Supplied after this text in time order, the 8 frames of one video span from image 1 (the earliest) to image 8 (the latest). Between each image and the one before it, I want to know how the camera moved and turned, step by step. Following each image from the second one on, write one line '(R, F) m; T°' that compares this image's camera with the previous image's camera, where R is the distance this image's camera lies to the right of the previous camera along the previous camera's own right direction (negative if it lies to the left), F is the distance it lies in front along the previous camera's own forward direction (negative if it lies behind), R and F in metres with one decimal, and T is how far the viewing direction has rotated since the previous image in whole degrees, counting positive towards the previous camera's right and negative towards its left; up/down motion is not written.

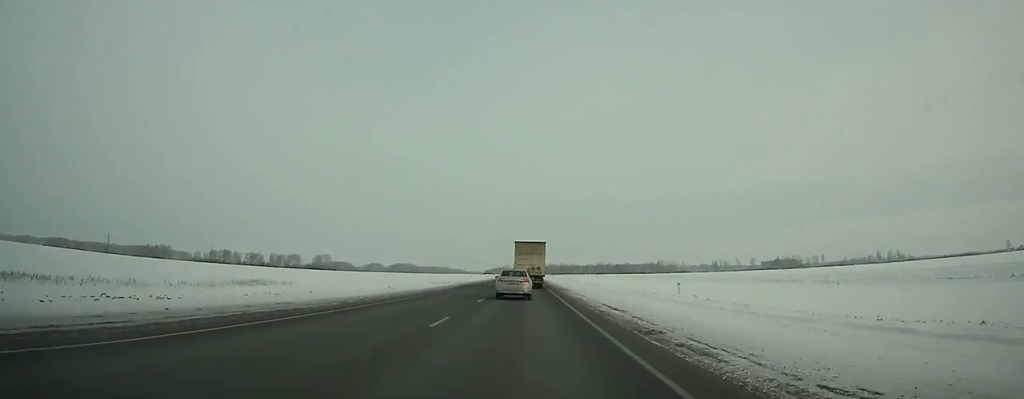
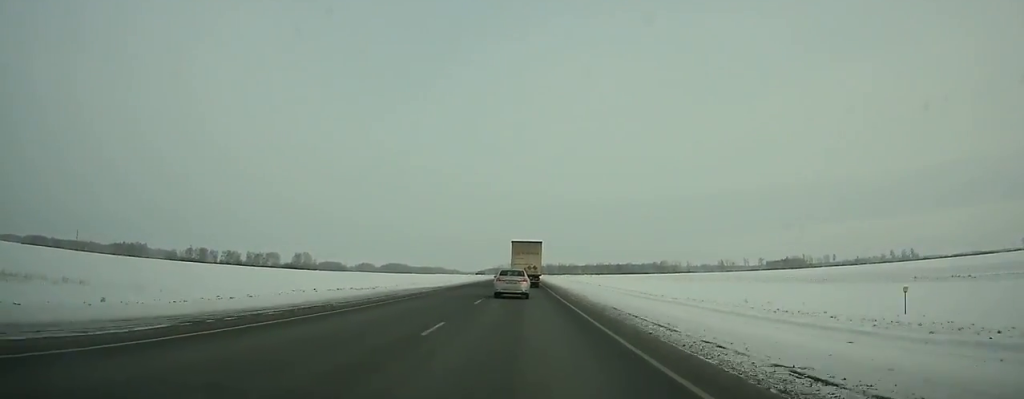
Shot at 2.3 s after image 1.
(0.0, +51.8) m; 0°
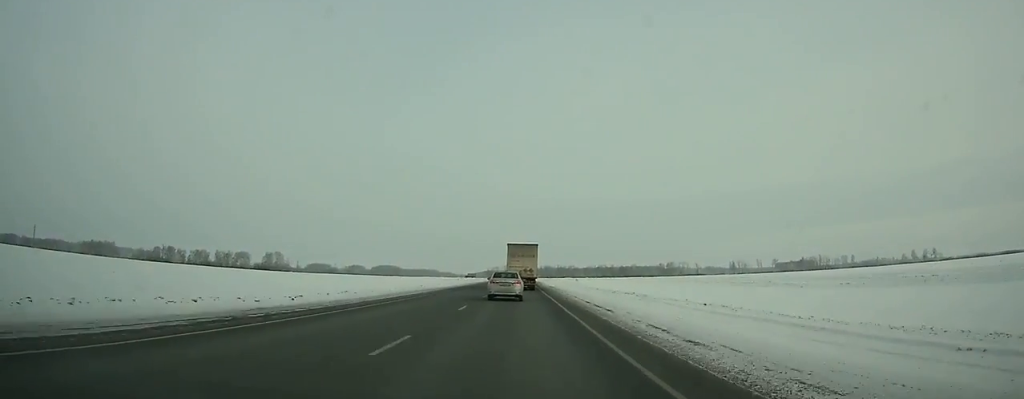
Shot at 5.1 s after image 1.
(+0.1, +62.9) m; 0°
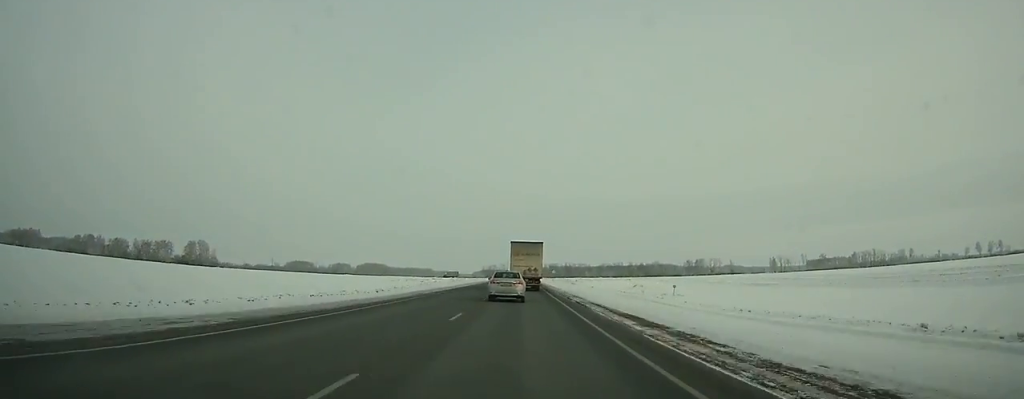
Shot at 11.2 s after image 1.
(+0.9, +135.8) m; +1°
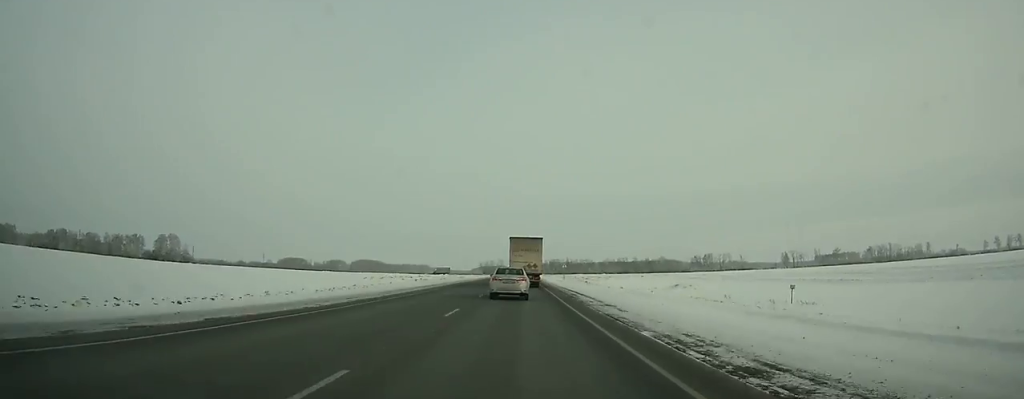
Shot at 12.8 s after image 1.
(+0.2, +35.2) m; 0°
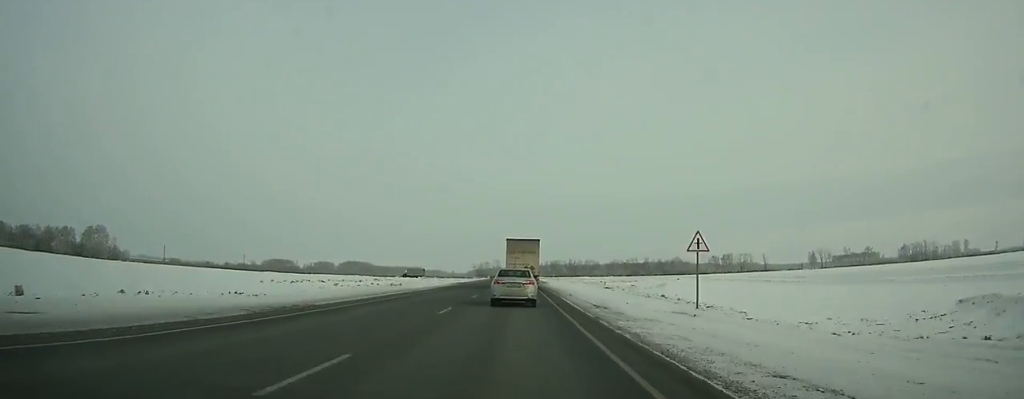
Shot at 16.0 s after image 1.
(-0.4, +68.9) m; -1°
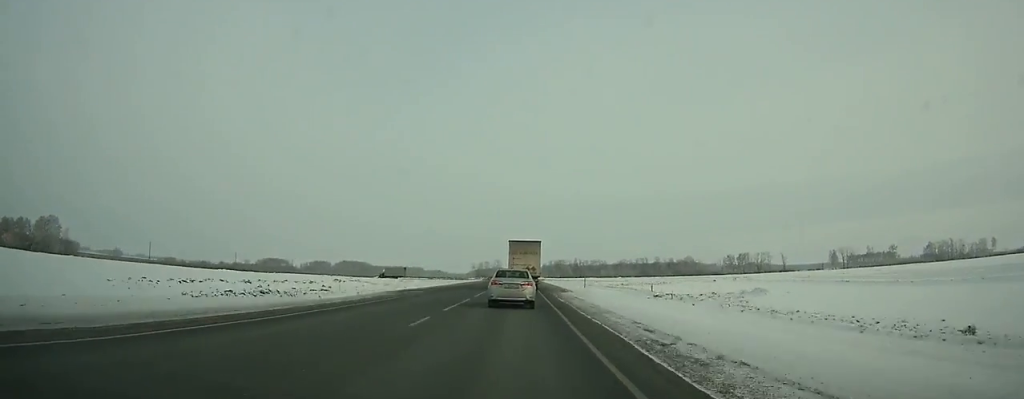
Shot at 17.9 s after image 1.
(-0.3, +40.3) m; 0°
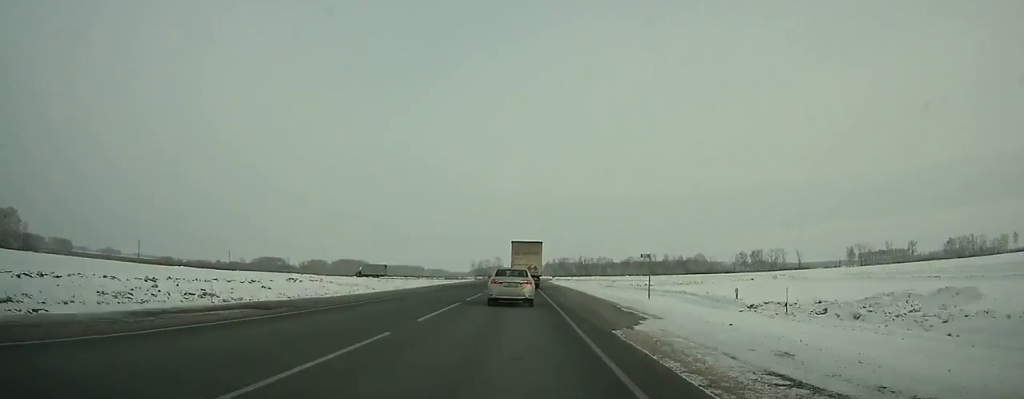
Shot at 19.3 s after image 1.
(-0.1, +29.7) m; 0°
